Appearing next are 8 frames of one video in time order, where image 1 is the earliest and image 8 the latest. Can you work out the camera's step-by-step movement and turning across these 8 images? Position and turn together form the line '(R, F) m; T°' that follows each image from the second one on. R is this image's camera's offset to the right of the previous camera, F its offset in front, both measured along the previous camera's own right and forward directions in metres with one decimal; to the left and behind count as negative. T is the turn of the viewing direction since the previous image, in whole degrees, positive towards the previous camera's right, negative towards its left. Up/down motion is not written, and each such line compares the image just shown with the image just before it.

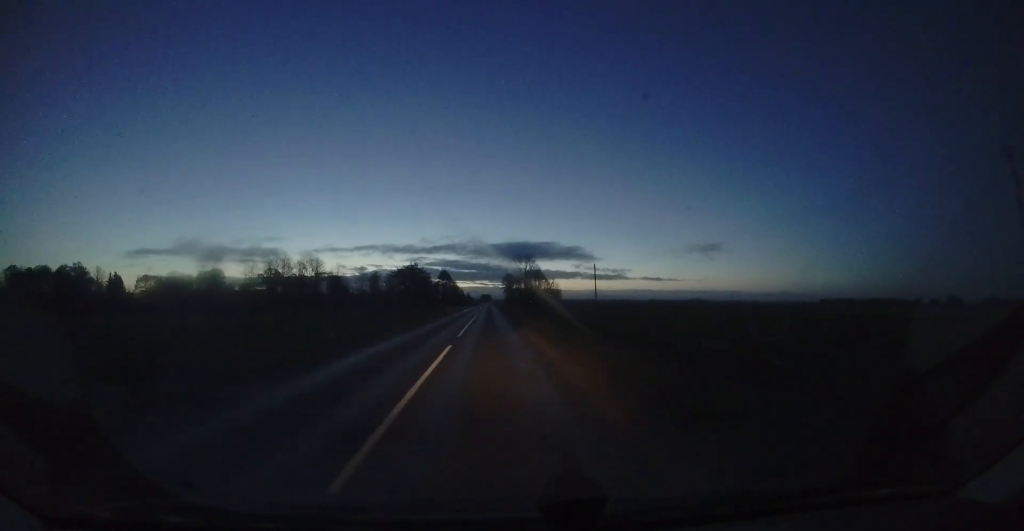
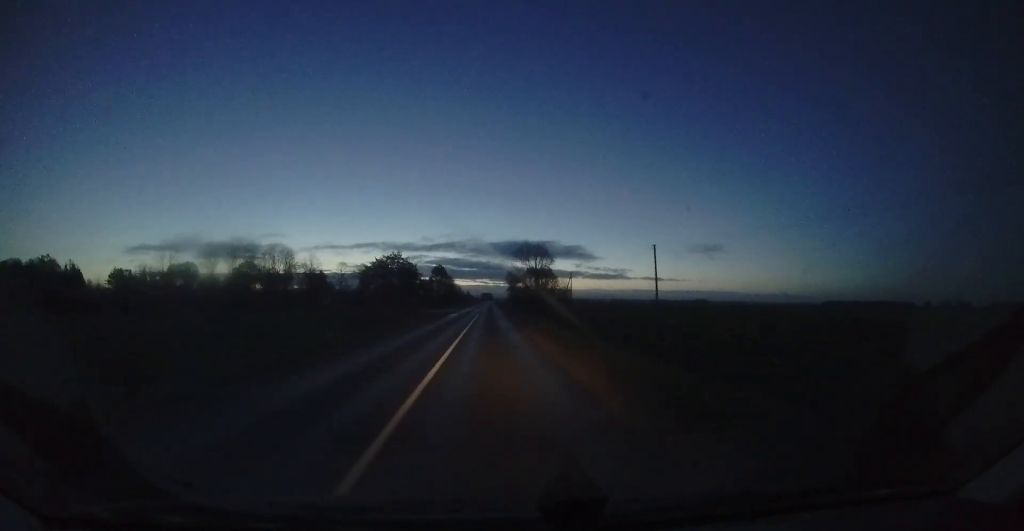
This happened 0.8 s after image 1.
(+0.2, +21.2) m; 0°
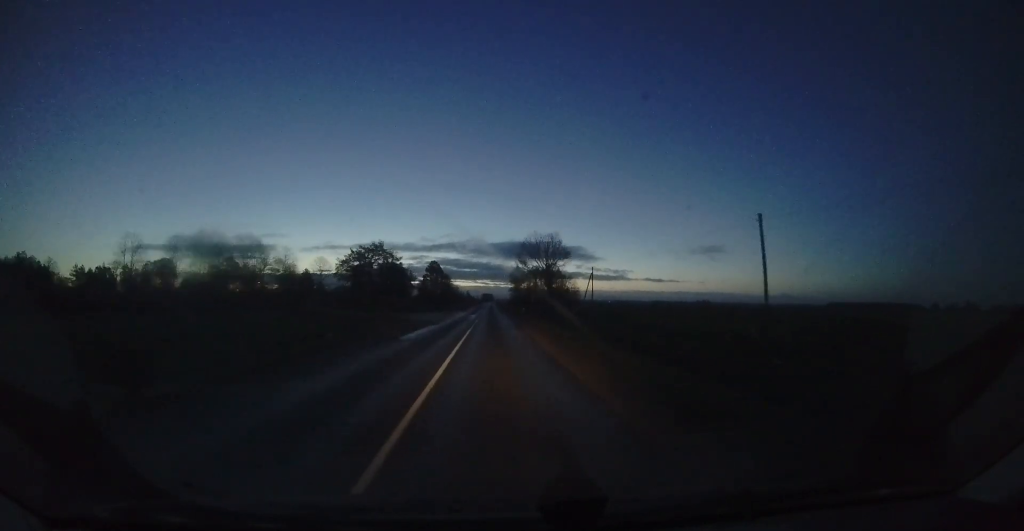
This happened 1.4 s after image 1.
(0.0, +15.9) m; -1°
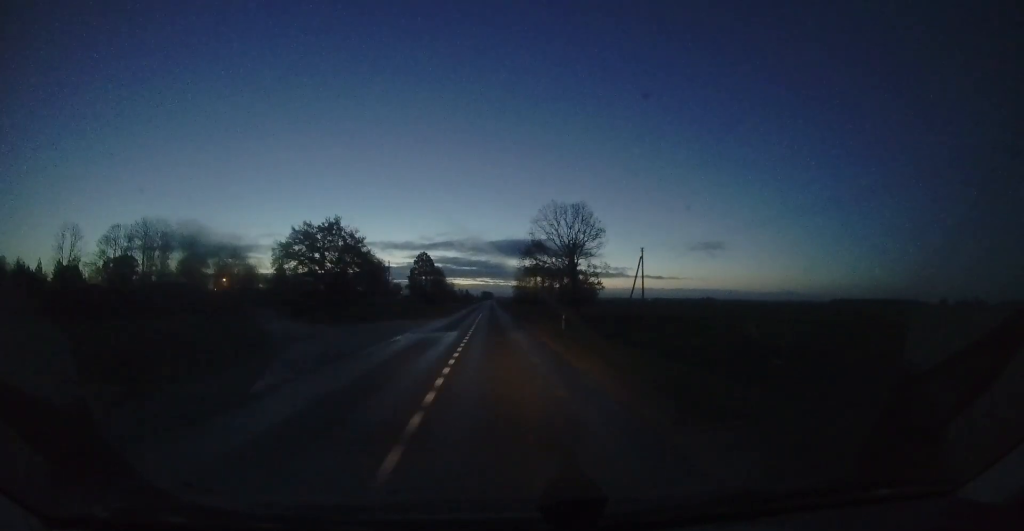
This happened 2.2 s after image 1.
(-0.1, +21.2) m; -1°
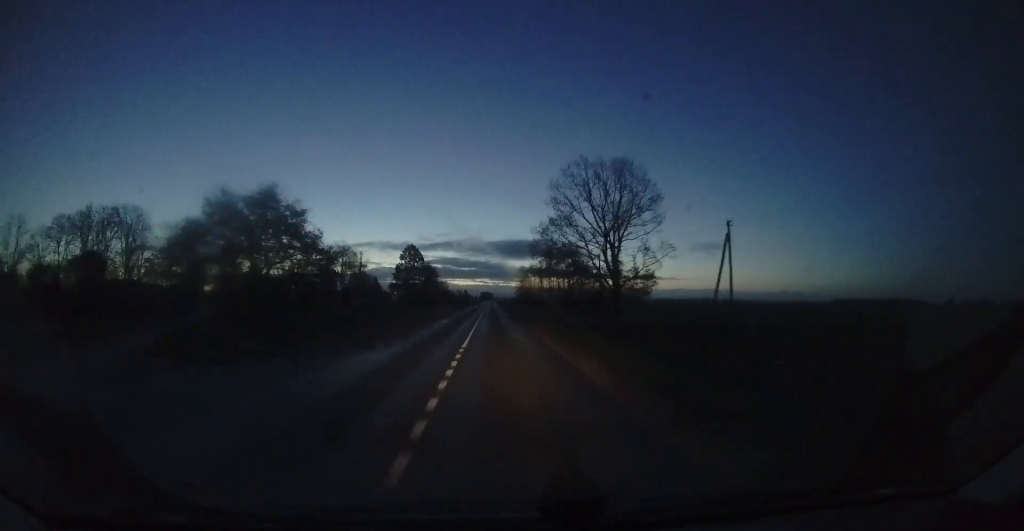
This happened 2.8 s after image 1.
(-0.4, +16.7) m; 0°
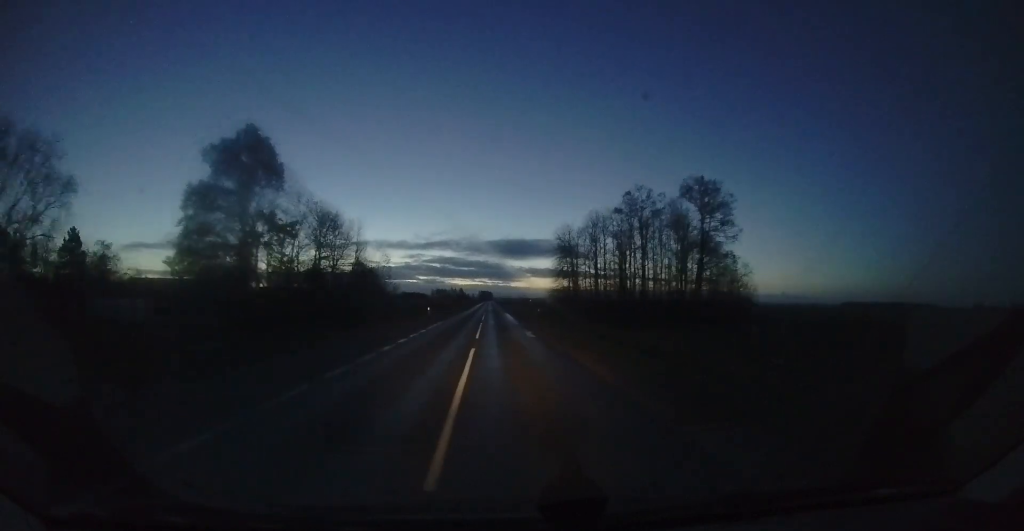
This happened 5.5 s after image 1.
(+0.6, +68.7) m; 0°
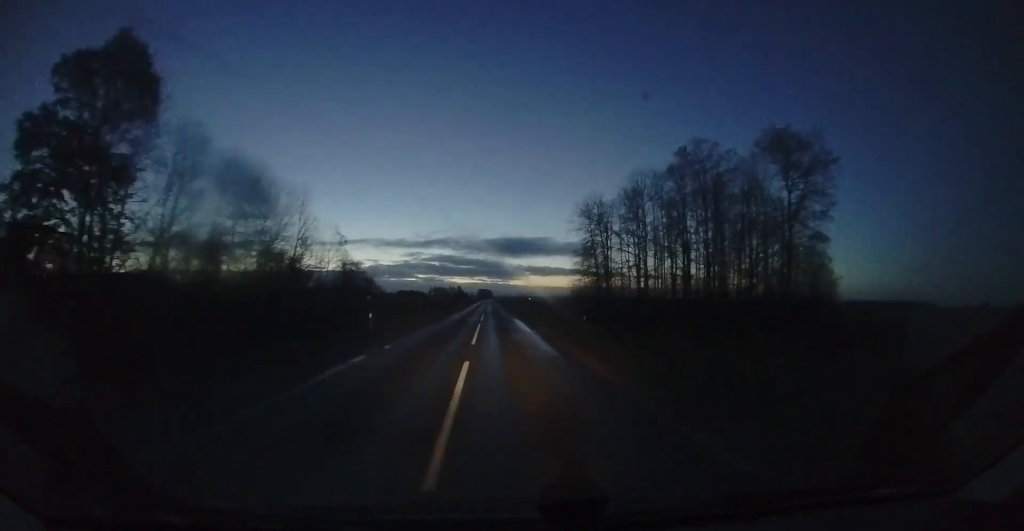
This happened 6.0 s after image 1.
(-0.1, +14.8) m; 0°
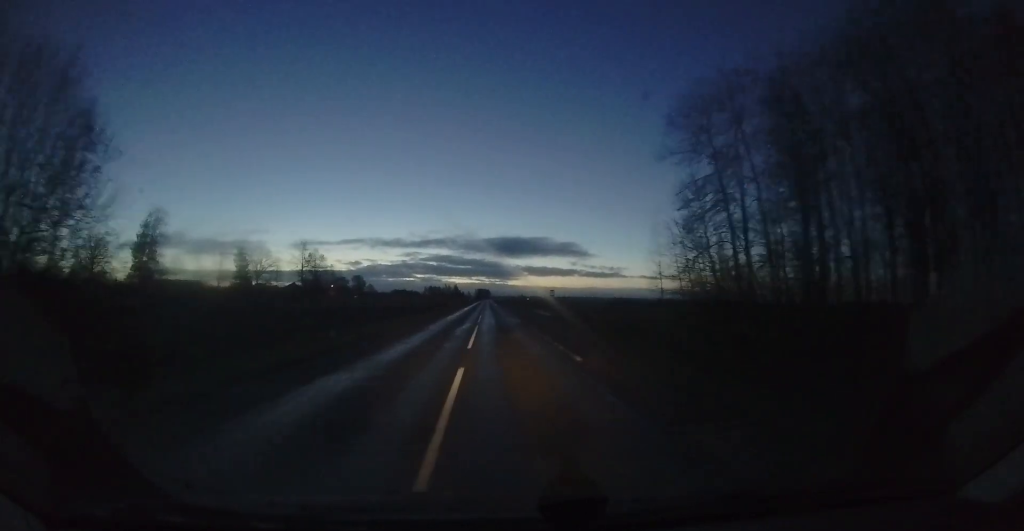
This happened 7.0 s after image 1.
(+0.1, +24.5) m; +1°
